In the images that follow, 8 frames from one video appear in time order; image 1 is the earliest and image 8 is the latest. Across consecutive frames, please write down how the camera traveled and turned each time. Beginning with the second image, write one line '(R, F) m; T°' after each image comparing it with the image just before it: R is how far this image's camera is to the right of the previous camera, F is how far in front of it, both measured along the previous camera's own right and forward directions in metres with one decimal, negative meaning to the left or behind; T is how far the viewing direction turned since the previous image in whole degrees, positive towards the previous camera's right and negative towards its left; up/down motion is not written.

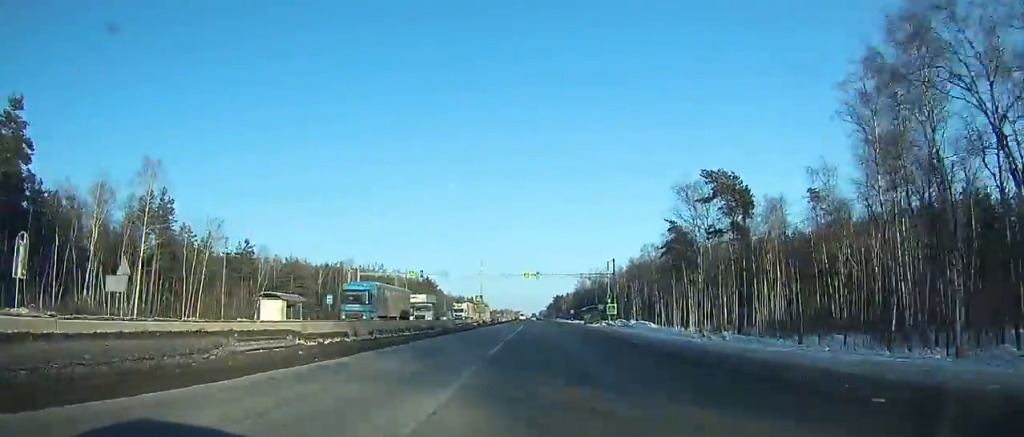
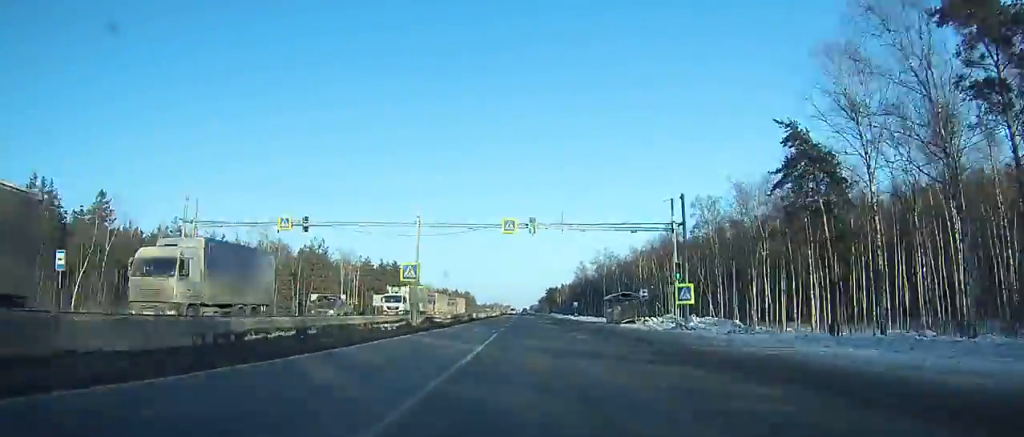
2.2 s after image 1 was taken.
(0.0, +38.7) m; 0°
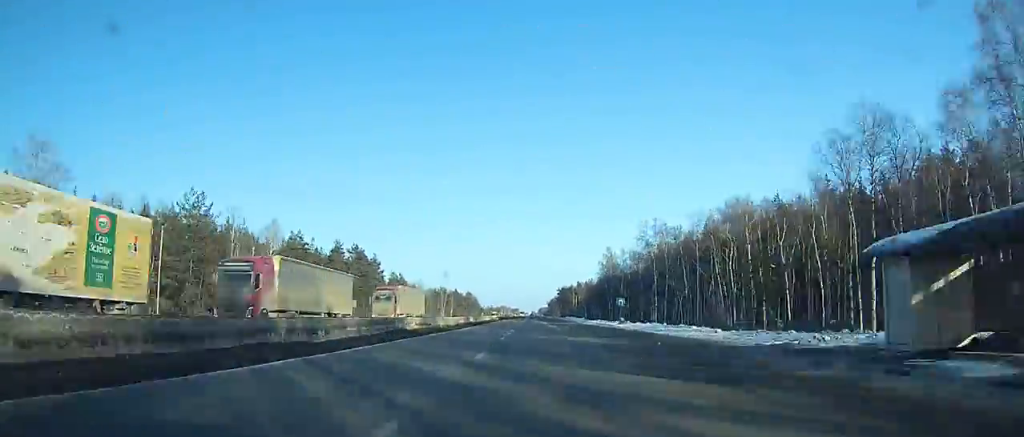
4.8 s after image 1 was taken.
(0.0, +48.5) m; 0°
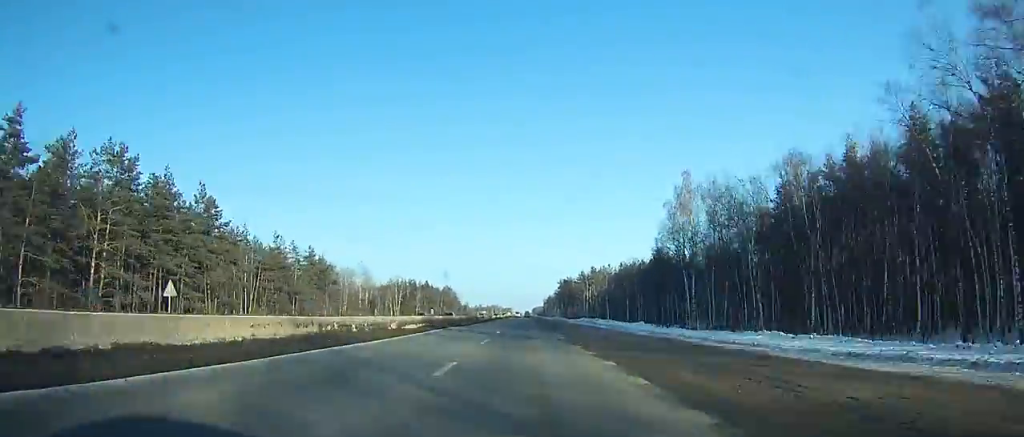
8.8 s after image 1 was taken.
(+0.1, +81.7) m; 0°
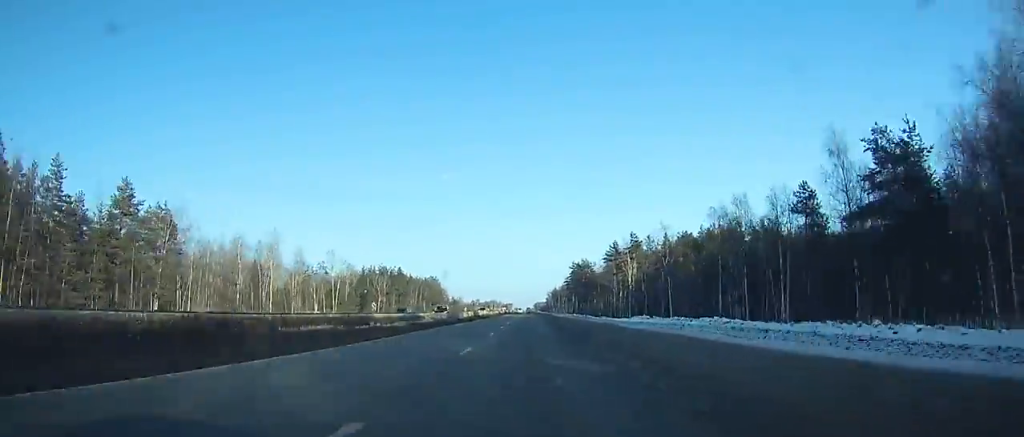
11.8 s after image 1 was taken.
(-0.2, +62.8) m; 0°
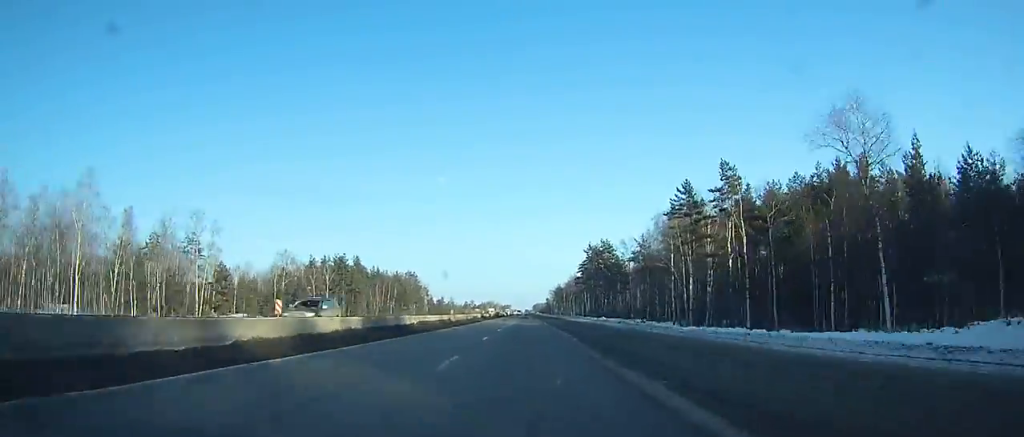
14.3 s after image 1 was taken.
(+0.1, +52.6) m; 0°
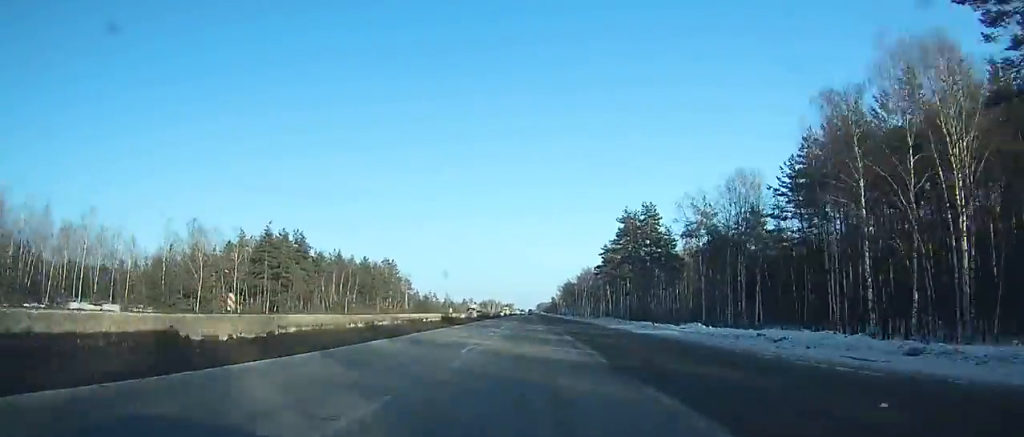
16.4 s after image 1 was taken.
(+0.1, +44.4) m; 0°
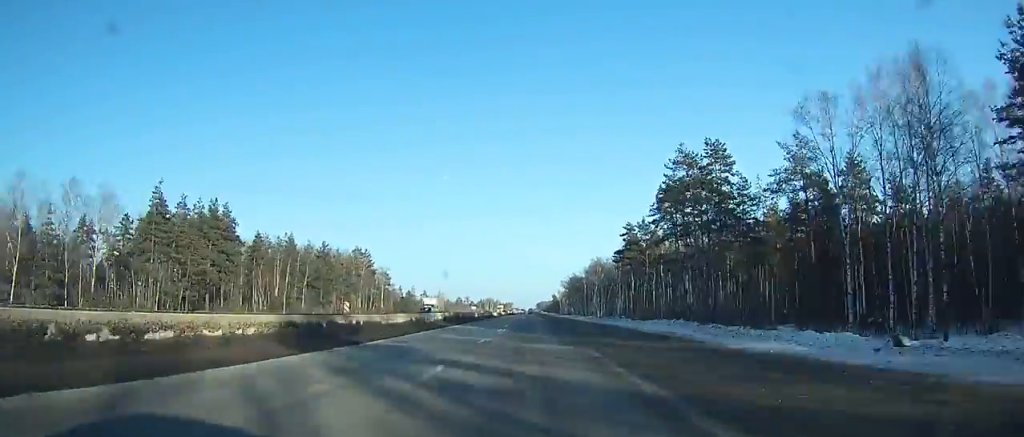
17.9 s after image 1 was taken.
(-0.1, +32.0) m; 0°
